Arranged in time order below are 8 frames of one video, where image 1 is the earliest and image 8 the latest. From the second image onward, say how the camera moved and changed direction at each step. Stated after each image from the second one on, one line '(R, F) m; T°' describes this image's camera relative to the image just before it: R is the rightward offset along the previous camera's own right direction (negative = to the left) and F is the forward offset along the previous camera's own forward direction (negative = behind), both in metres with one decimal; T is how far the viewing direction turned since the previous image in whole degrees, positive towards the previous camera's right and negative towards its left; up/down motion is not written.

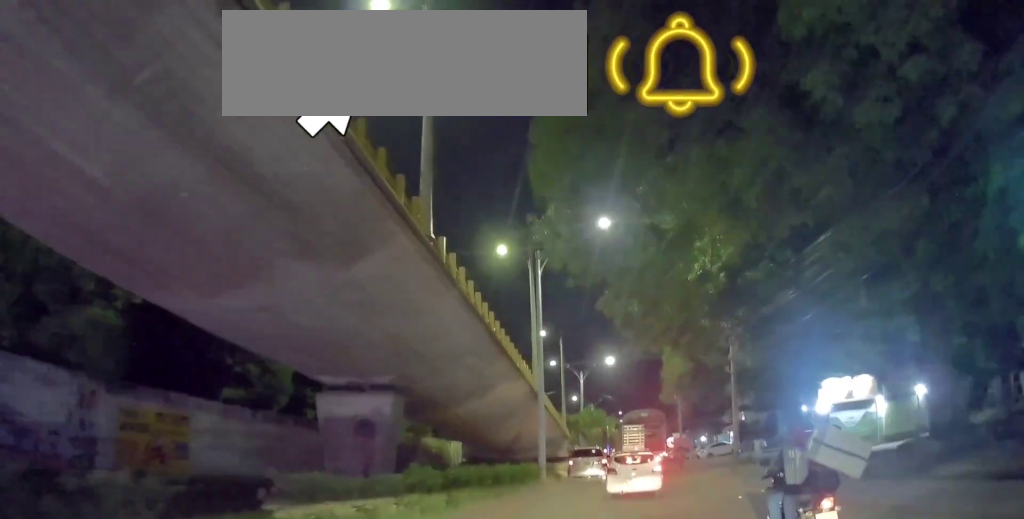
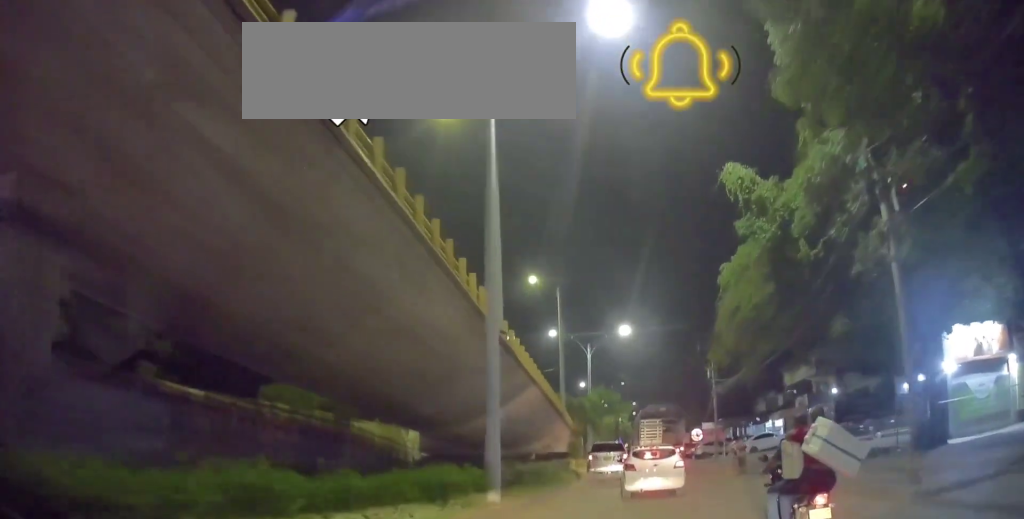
(-0.7, +13.5) m; -4°
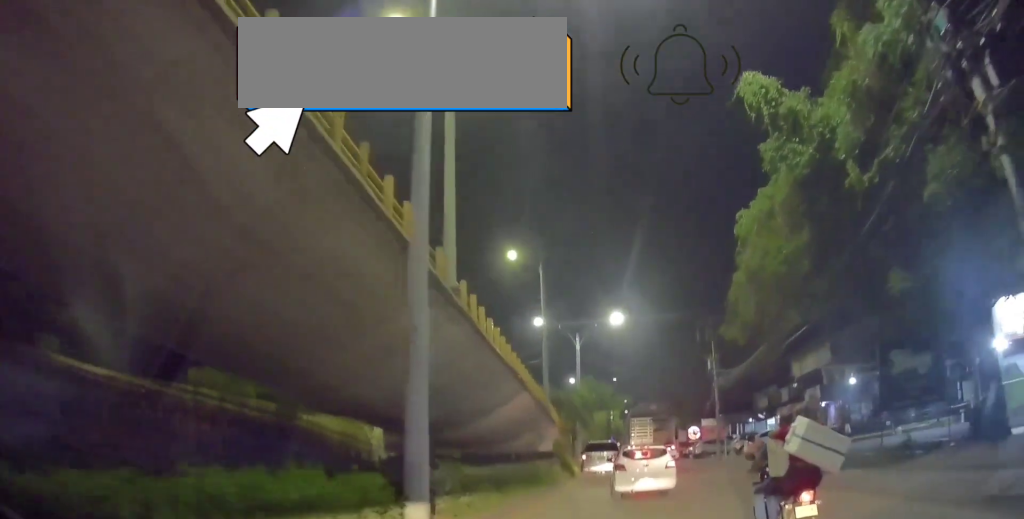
(+0.3, +4.3) m; 0°
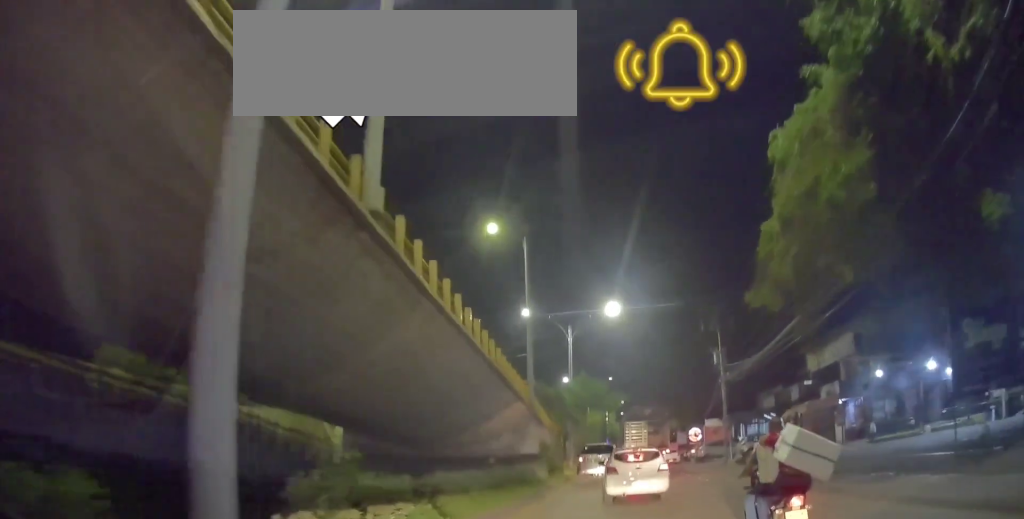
(-0.1, +4.3) m; -2°
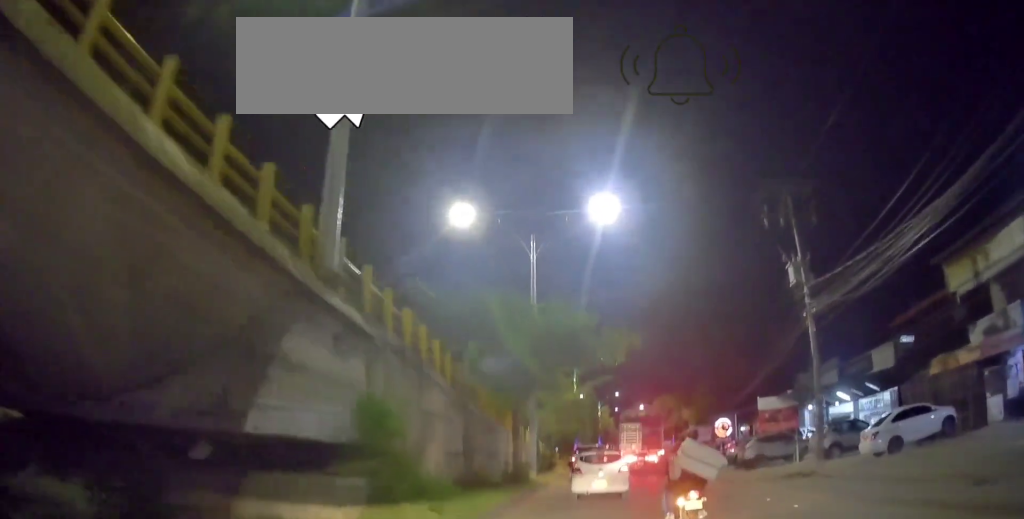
(-0.1, +19.3) m; -1°
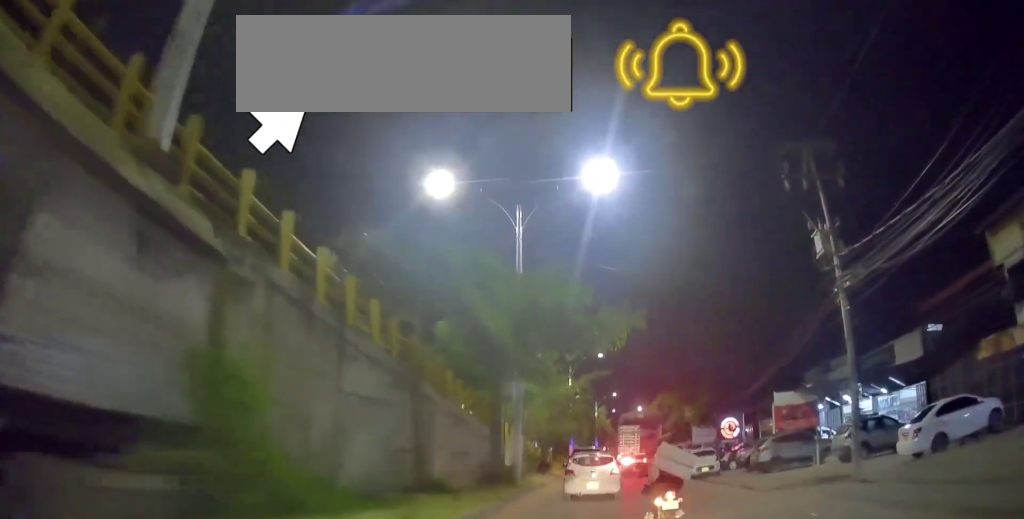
(-0.3, +3.3) m; +1°
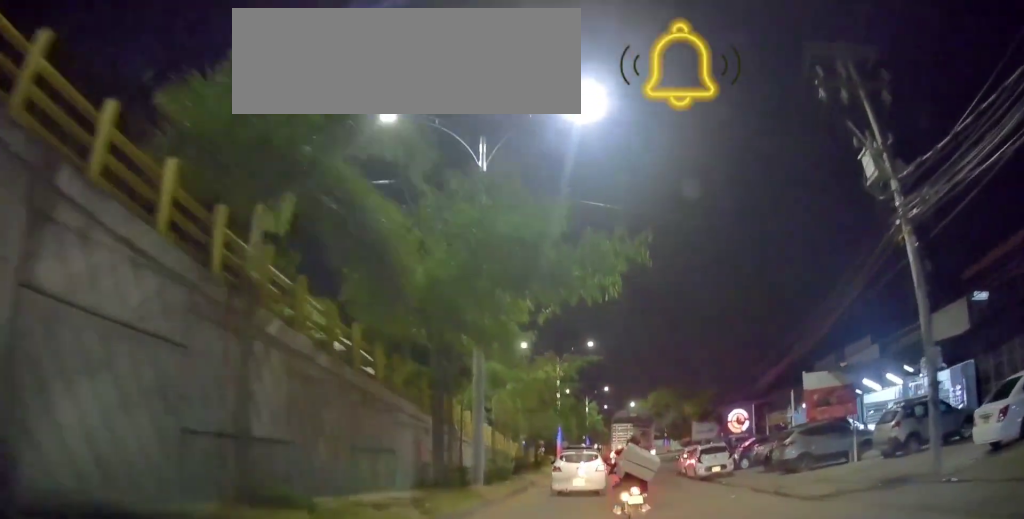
(-0.4, +4.7) m; +2°
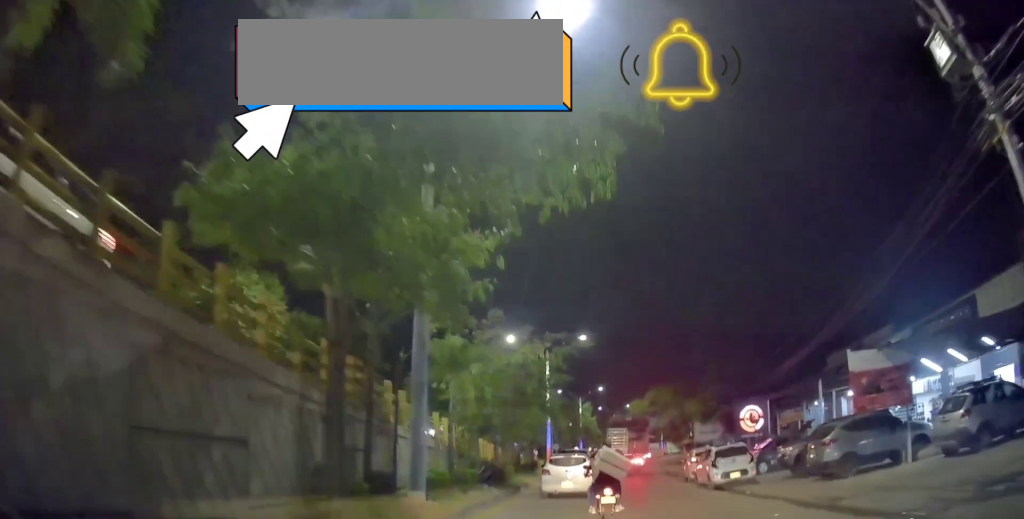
(+0.7, +4.2) m; +1°
